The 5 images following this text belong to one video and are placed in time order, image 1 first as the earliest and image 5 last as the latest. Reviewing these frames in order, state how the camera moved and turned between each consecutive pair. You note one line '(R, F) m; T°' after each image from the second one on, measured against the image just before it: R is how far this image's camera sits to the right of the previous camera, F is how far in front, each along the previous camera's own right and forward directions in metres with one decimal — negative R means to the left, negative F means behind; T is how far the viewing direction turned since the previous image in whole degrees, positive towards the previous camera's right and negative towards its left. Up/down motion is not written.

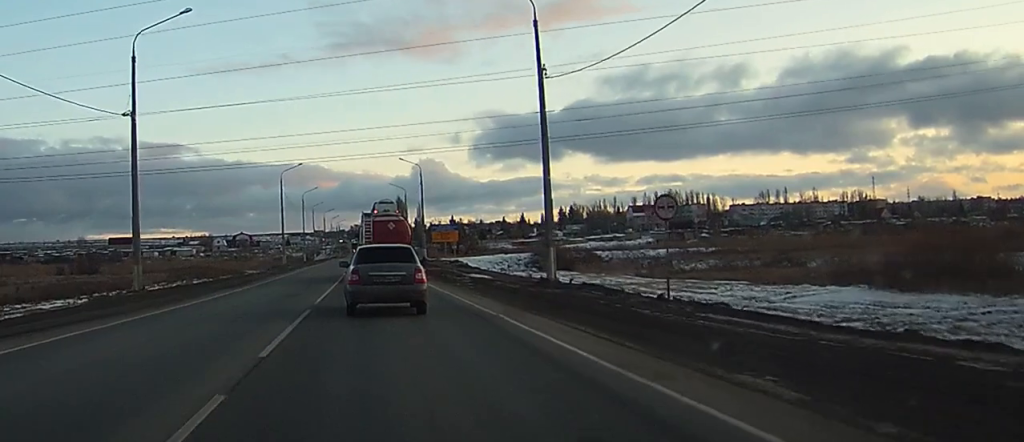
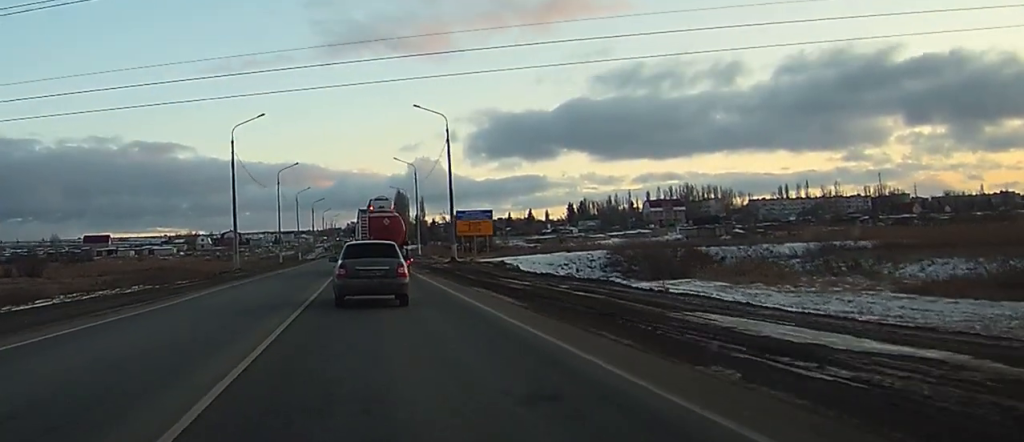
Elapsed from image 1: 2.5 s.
(-0.2, +36.8) m; -1°
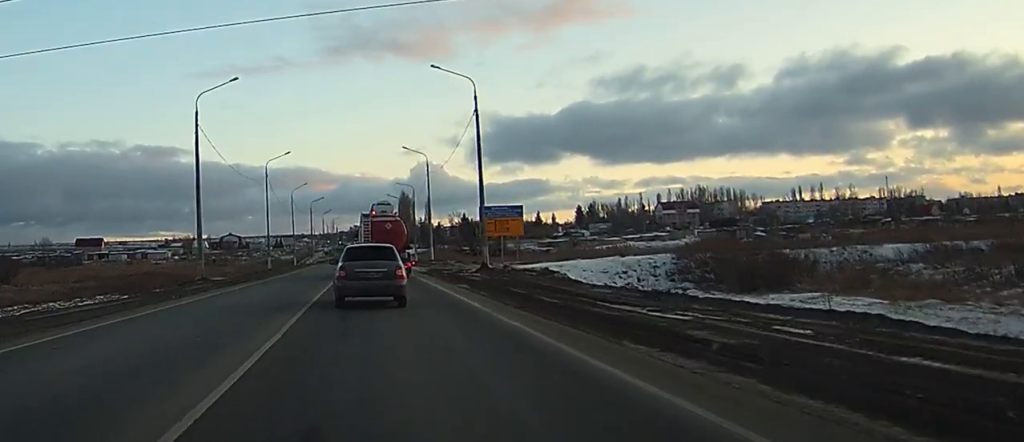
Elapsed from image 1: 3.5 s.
(+0.1, +16.1) m; +1°
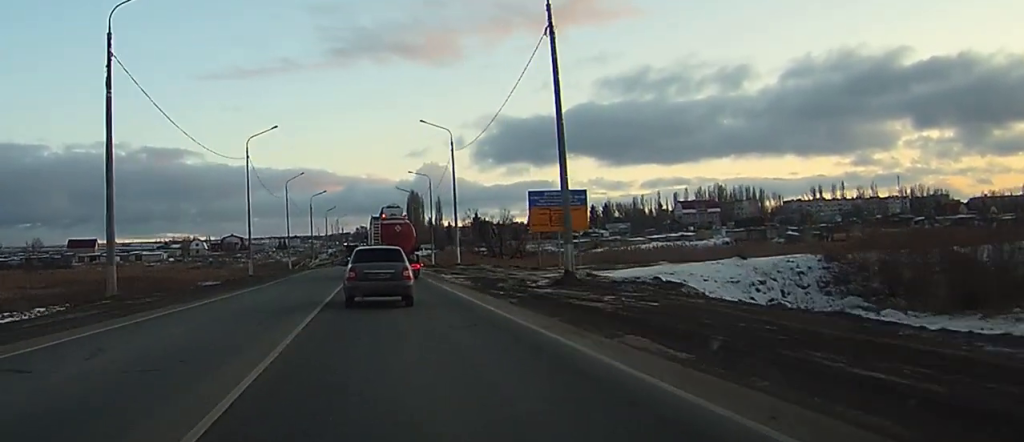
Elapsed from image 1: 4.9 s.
(+0.2, +20.1) m; +1°
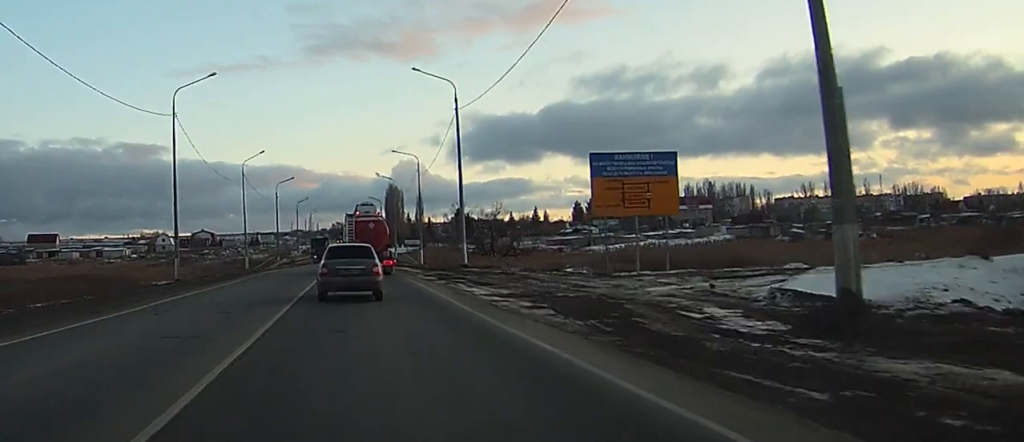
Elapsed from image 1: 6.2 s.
(0.0, +20.3) m; 0°
